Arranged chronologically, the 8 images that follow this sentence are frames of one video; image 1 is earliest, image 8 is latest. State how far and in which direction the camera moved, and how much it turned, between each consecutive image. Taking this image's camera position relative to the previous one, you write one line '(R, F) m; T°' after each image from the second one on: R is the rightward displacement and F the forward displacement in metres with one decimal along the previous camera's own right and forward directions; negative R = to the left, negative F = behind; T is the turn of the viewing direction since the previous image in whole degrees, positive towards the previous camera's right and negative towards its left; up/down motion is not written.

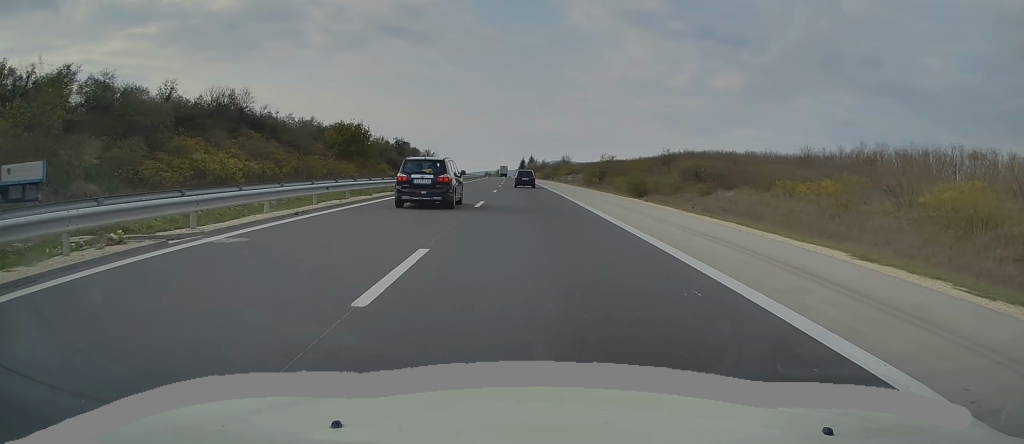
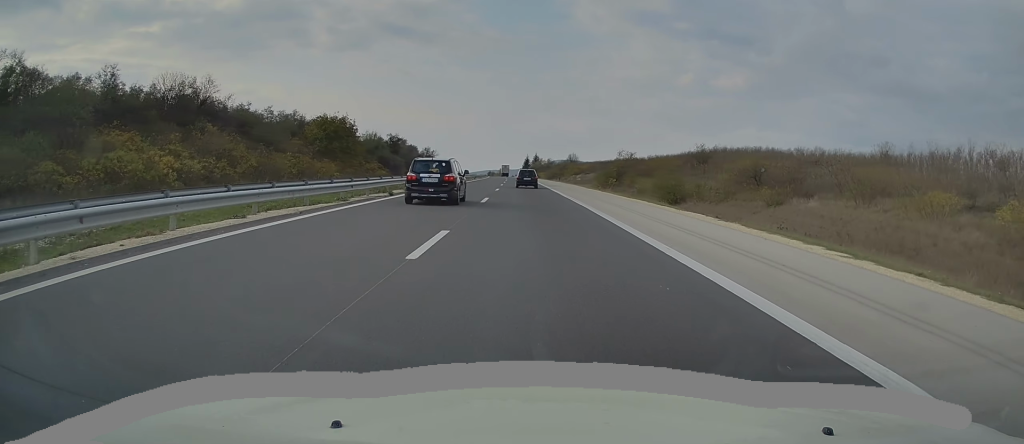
(0.0, +12.8) m; 0°
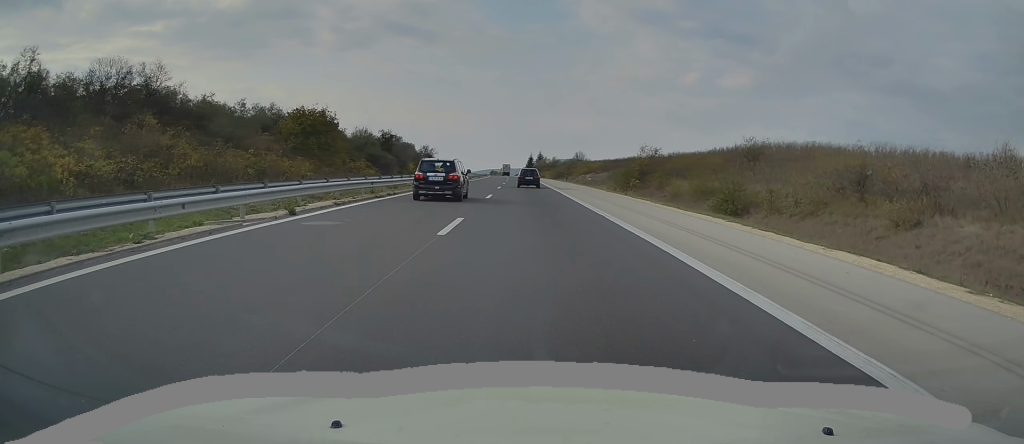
(-0.2, +12.8) m; 0°
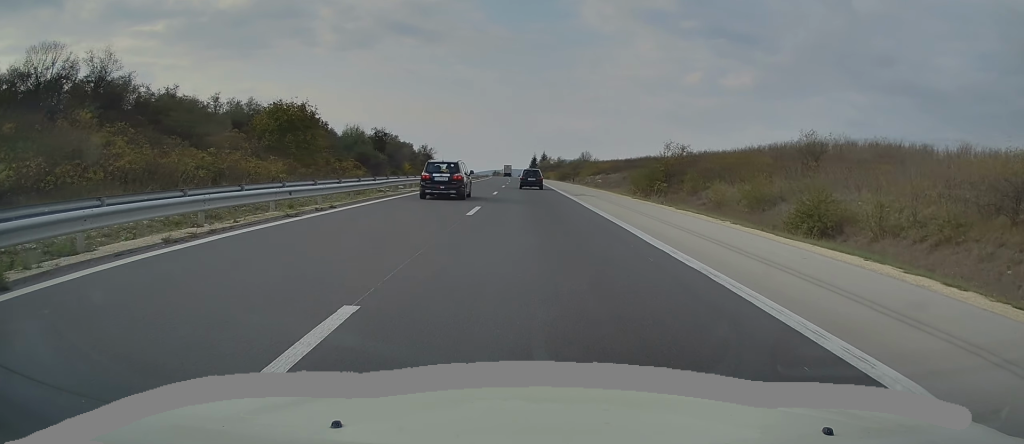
(-0.1, +10.2) m; 0°
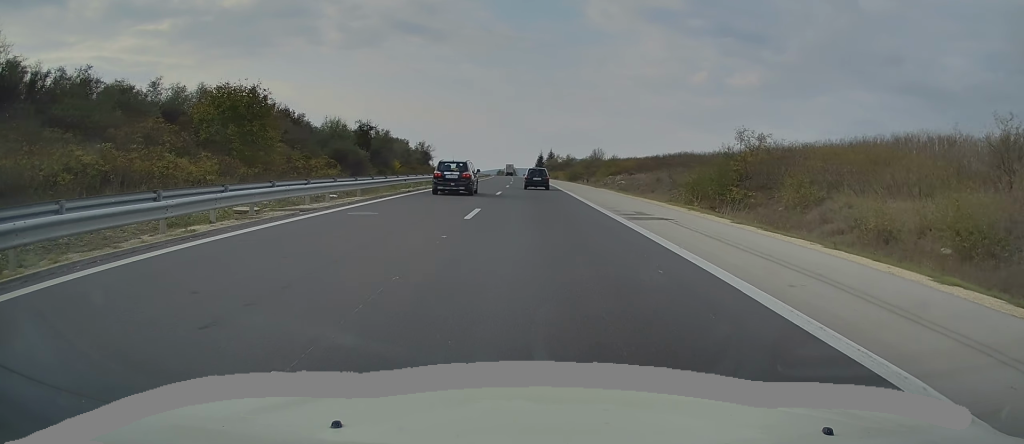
(+0.3, +17.8) m; -1°
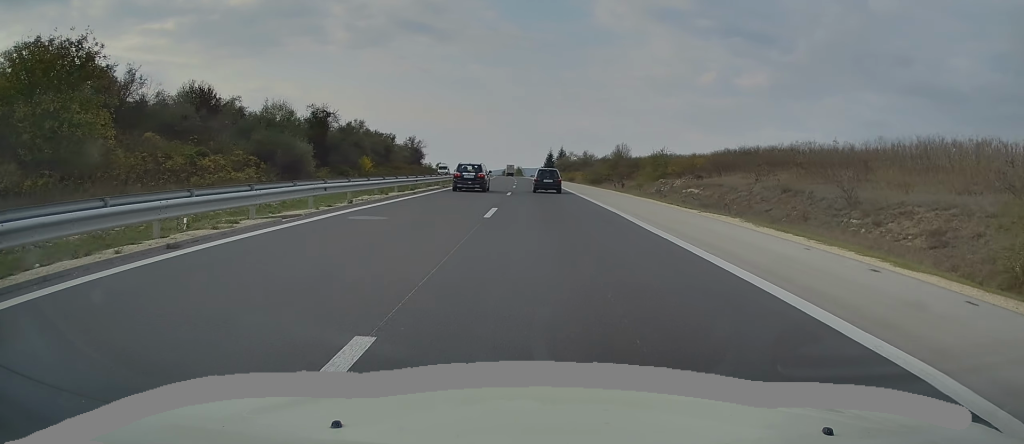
(-0.7, +30.8) m; -1°
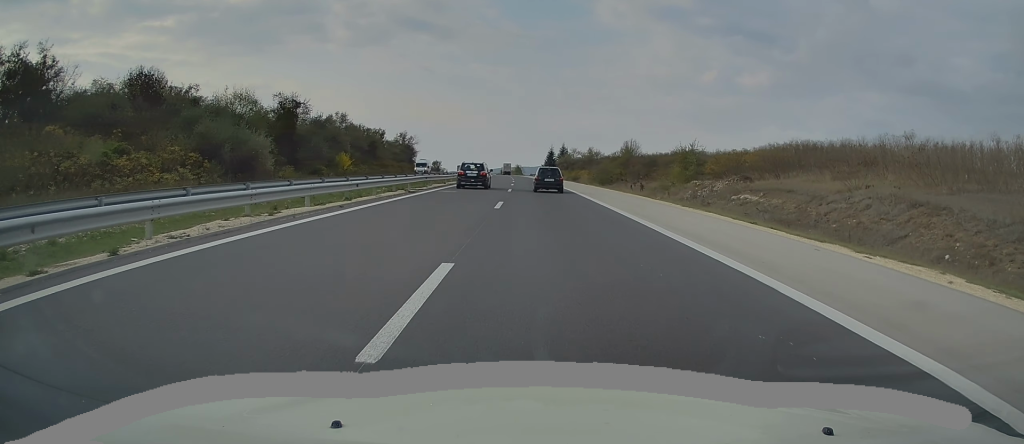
(+0.2, +12.3) m; 0°
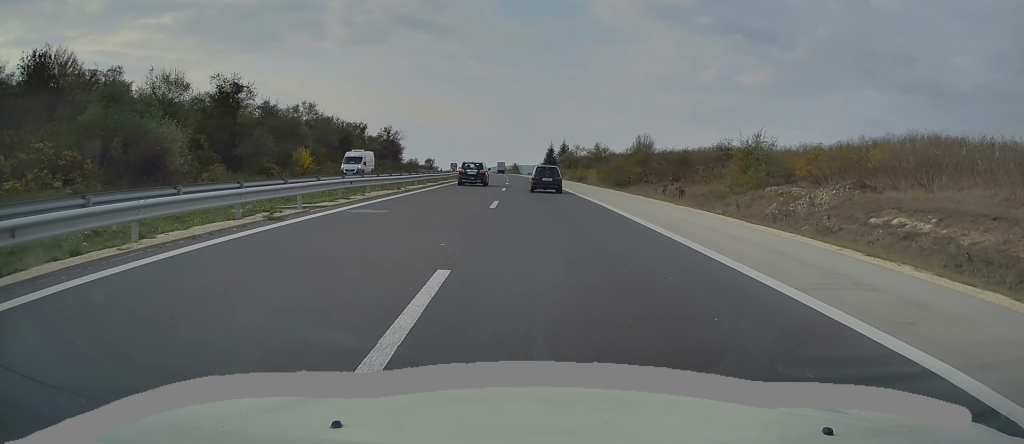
(+0.1, +16.4) m; 0°
